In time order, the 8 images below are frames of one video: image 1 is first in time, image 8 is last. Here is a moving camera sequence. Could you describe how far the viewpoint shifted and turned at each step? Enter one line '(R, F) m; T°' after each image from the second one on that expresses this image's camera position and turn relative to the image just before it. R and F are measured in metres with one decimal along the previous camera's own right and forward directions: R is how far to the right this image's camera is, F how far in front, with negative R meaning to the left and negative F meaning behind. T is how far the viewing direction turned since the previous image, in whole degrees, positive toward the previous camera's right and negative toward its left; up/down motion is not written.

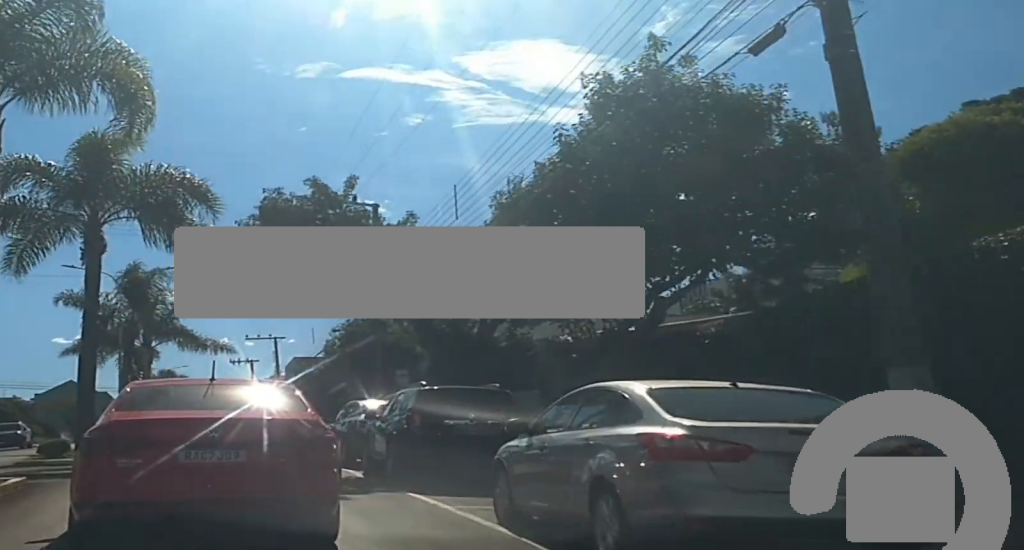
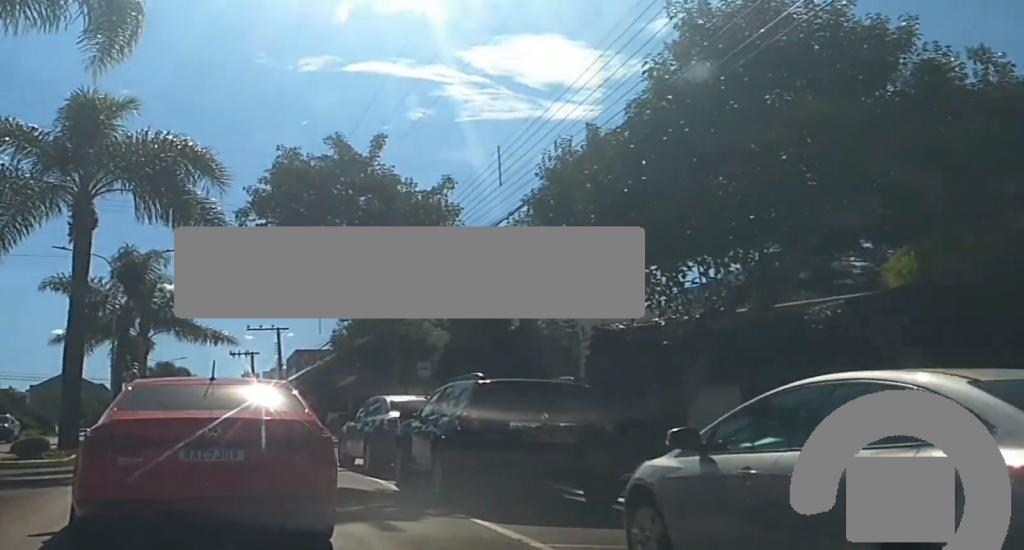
(+0.3, +3.0) m; +4°
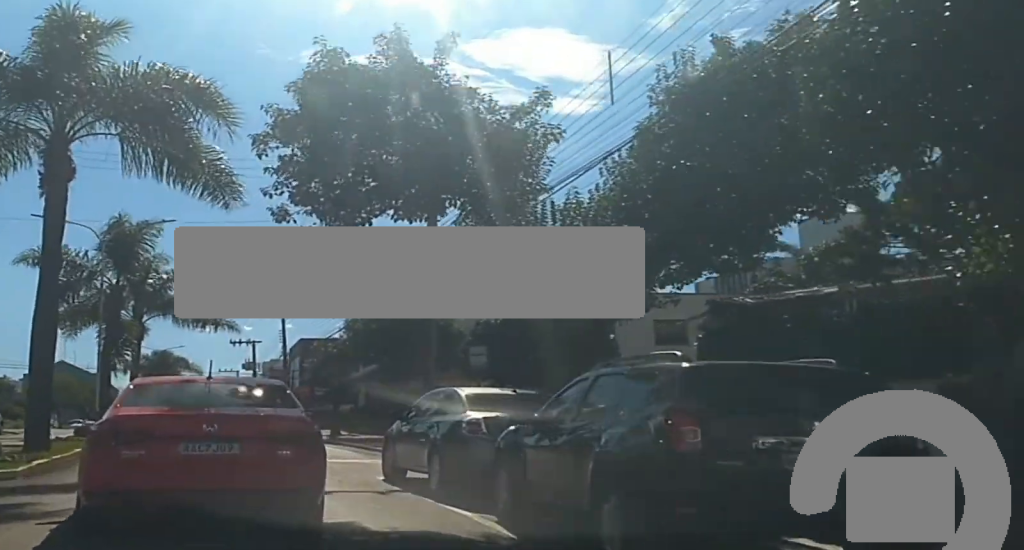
(+0.4, +5.1) m; +3°
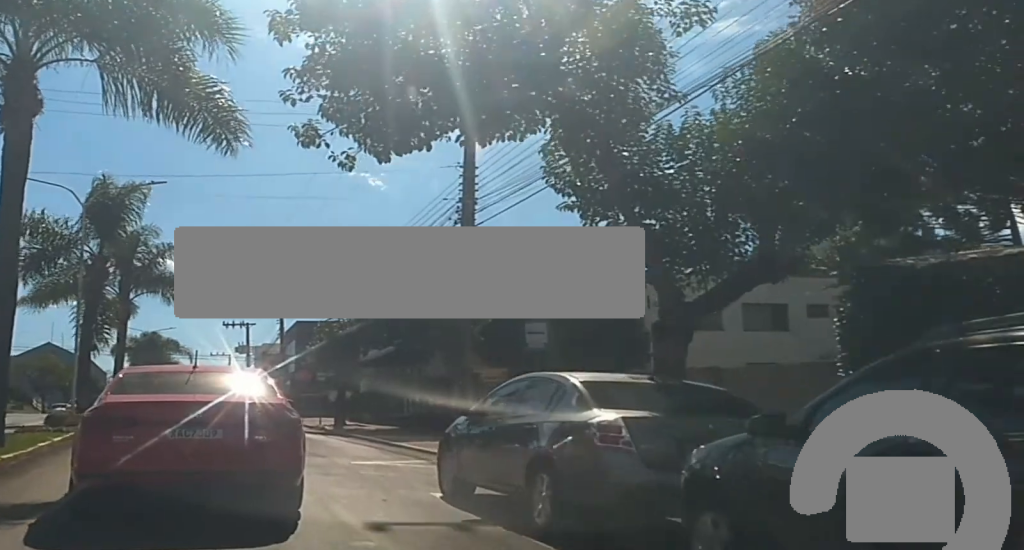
(+0.1, +3.9) m; -4°
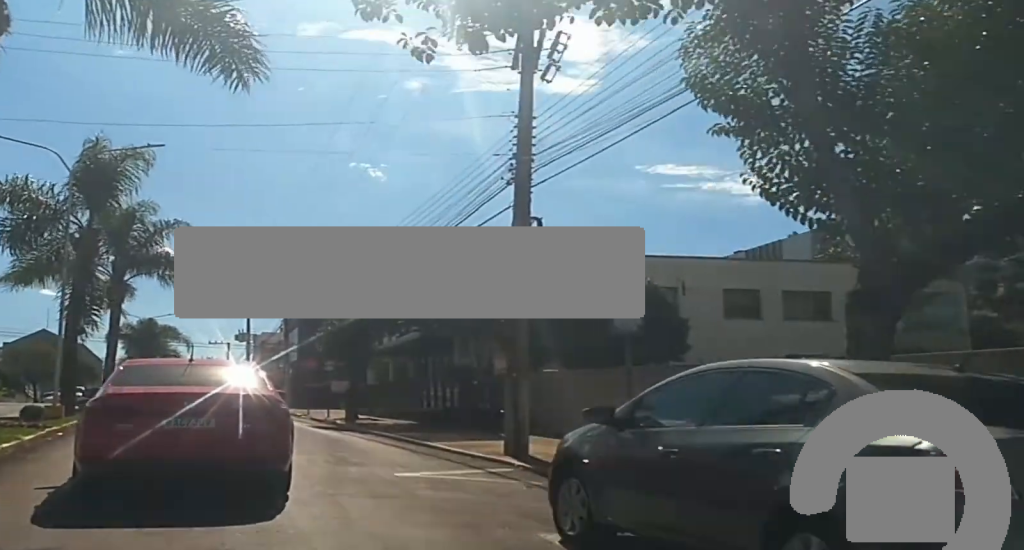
(-0.3, +3.7) m; -4°
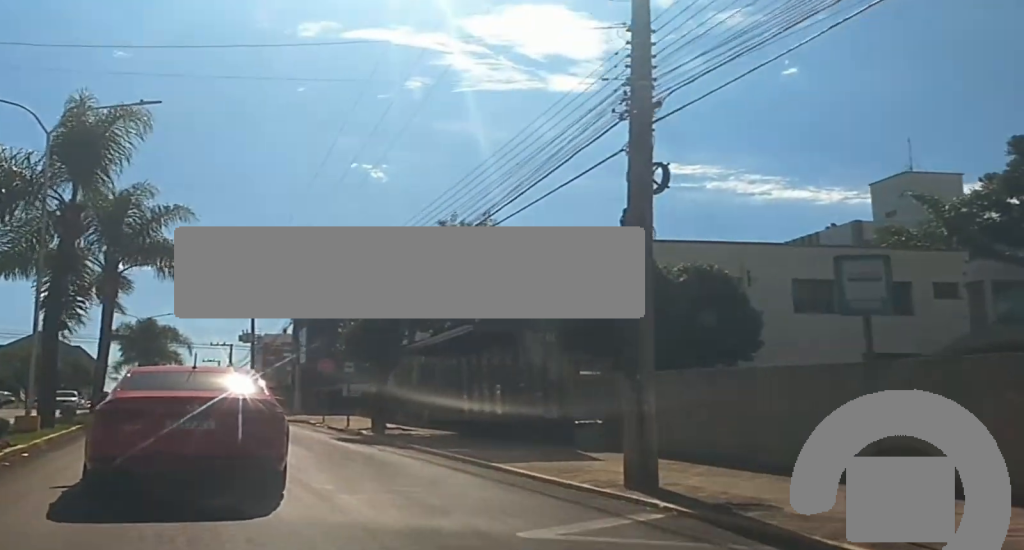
(-0.3, +4.7) m; -3°
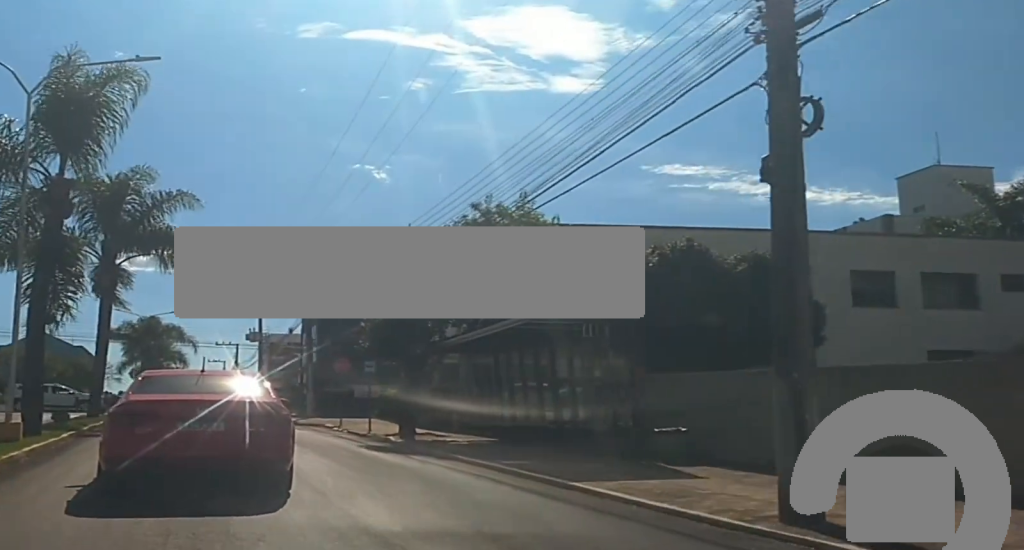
(0.0, +3.3) m; 0°
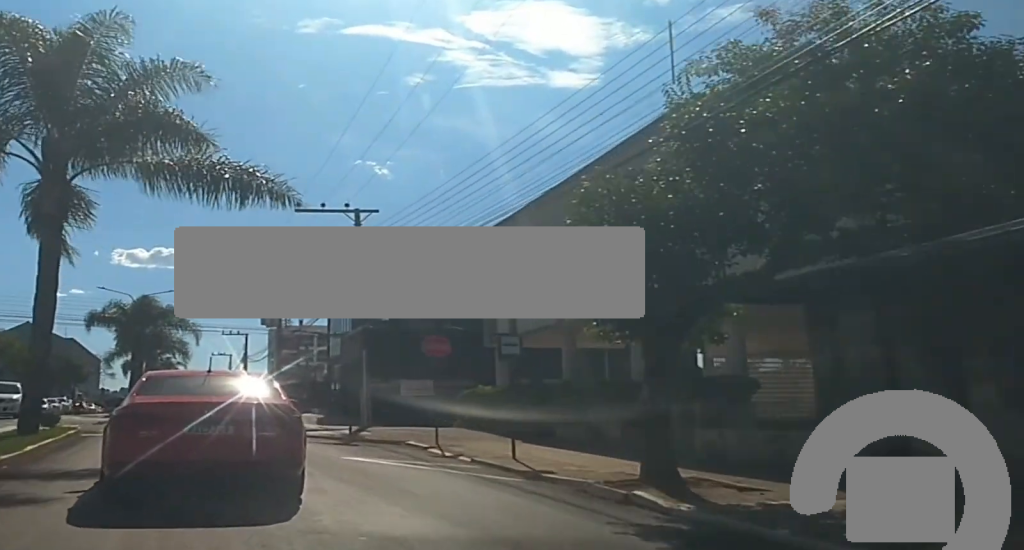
(+1.1, +15.3) m; +6°
